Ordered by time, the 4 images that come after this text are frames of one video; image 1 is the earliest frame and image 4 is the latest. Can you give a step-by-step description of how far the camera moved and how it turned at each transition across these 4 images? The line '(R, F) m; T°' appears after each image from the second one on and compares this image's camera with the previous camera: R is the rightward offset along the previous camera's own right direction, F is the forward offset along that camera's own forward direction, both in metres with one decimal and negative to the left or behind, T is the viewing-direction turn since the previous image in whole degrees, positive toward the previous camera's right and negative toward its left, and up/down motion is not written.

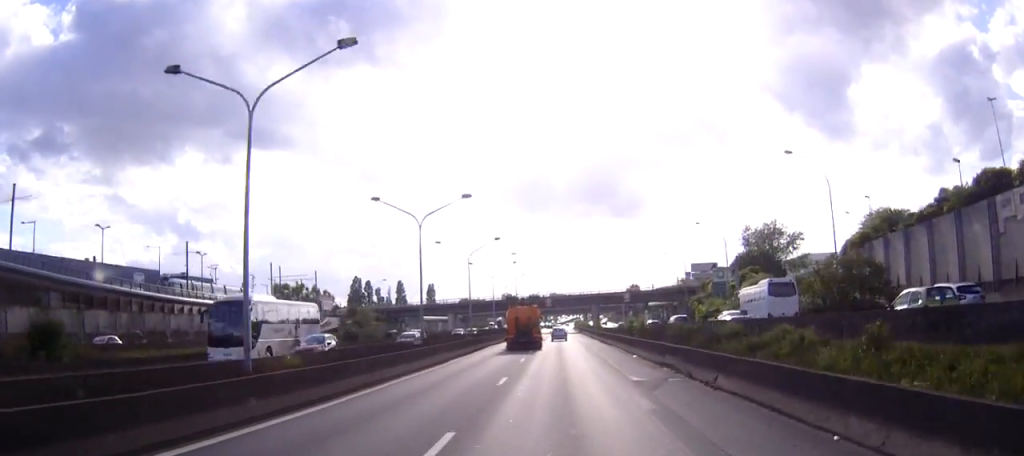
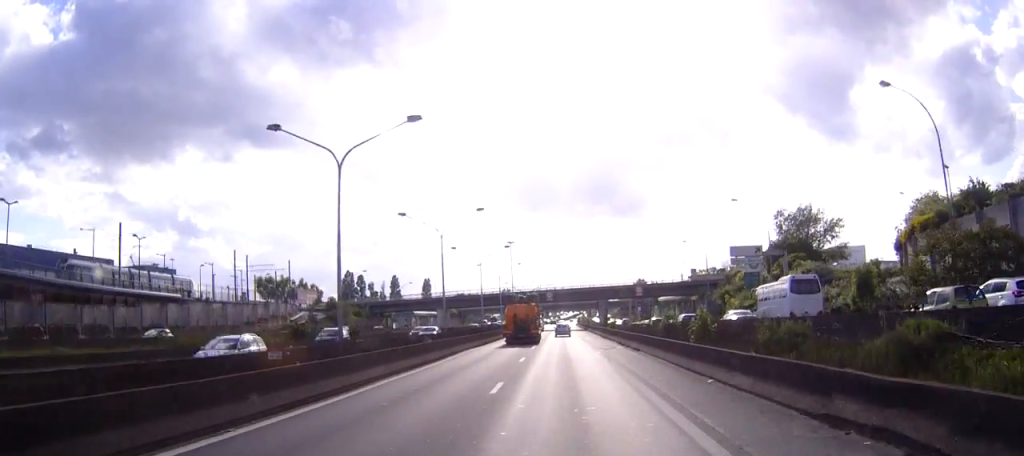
(-0.2, +17.2) m; -1°
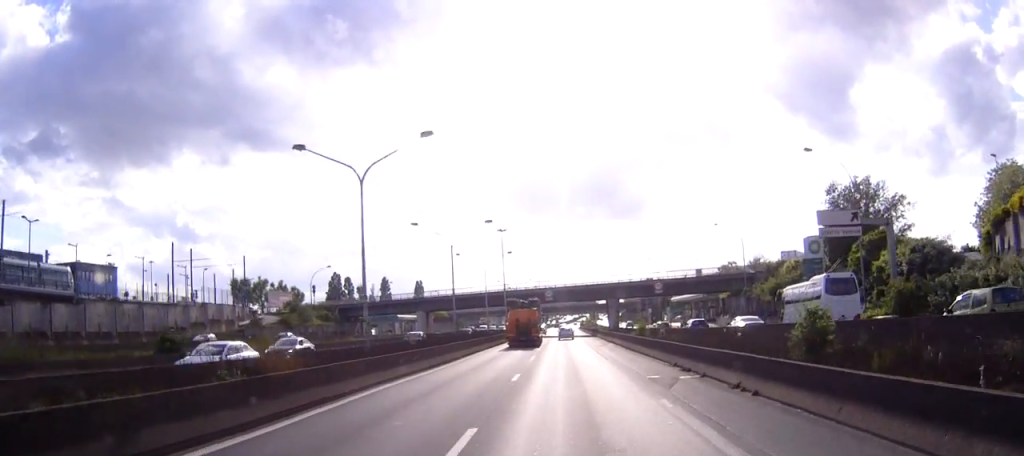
(0.0, +21.6) m; 0°
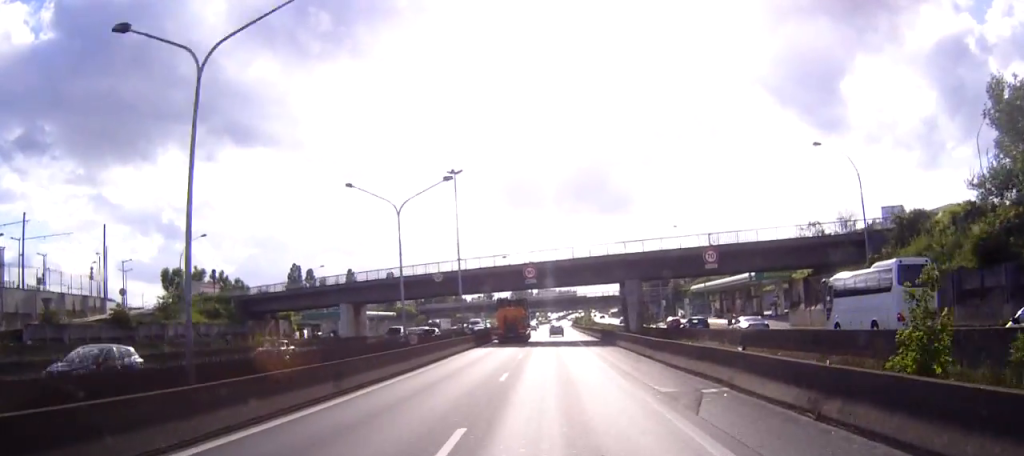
(+0.2, +39.1) m; 0°
